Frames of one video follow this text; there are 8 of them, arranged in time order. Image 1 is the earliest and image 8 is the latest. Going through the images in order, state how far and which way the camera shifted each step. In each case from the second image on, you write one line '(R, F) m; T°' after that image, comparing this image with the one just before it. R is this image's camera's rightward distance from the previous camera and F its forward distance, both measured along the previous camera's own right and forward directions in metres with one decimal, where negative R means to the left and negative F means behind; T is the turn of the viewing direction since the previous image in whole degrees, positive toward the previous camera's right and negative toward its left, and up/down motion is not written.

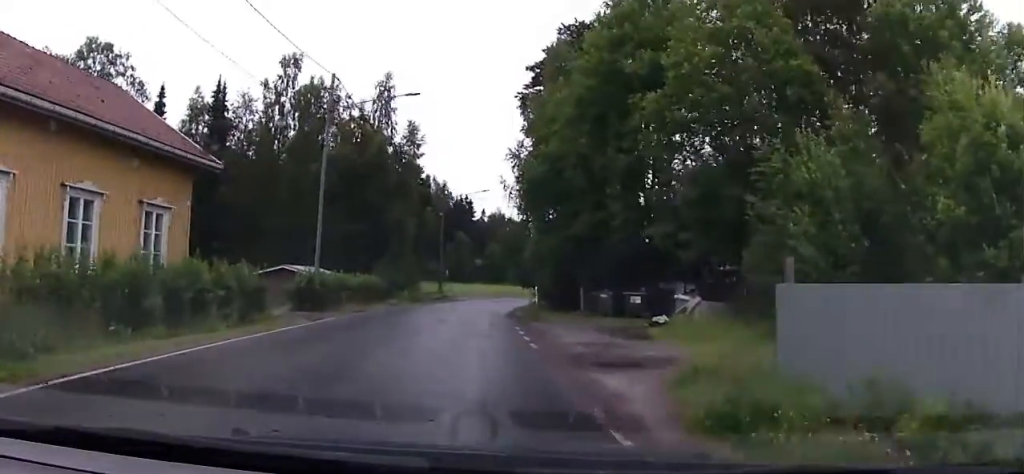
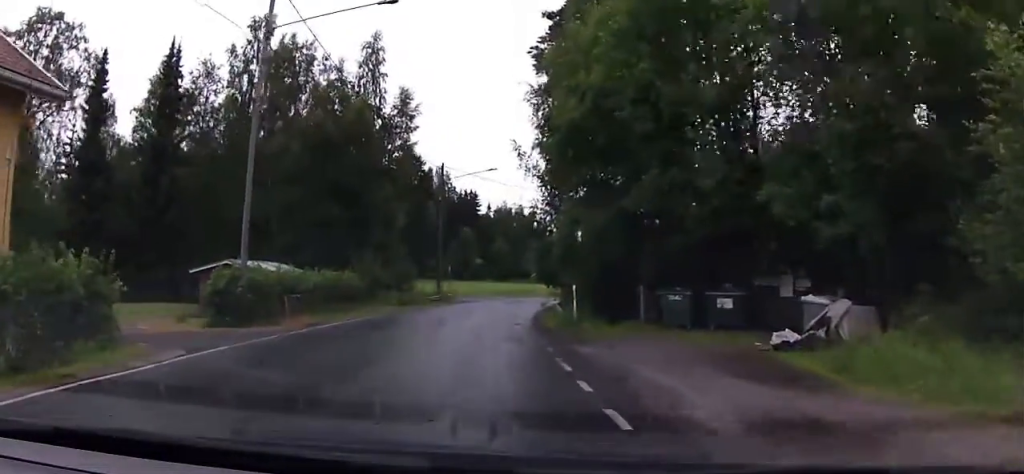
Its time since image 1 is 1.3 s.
(+0.1, +9.5) m; +1°
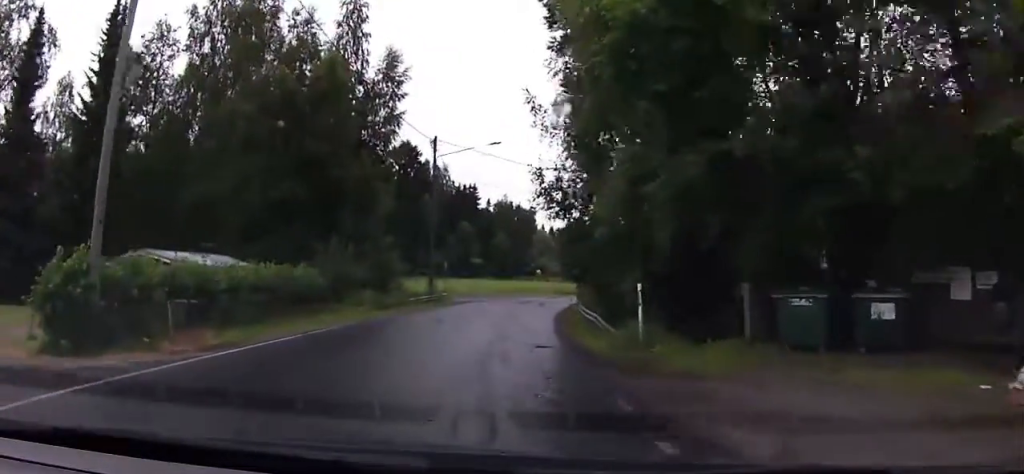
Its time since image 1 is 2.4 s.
(+0.1, +7.5) m; +3°
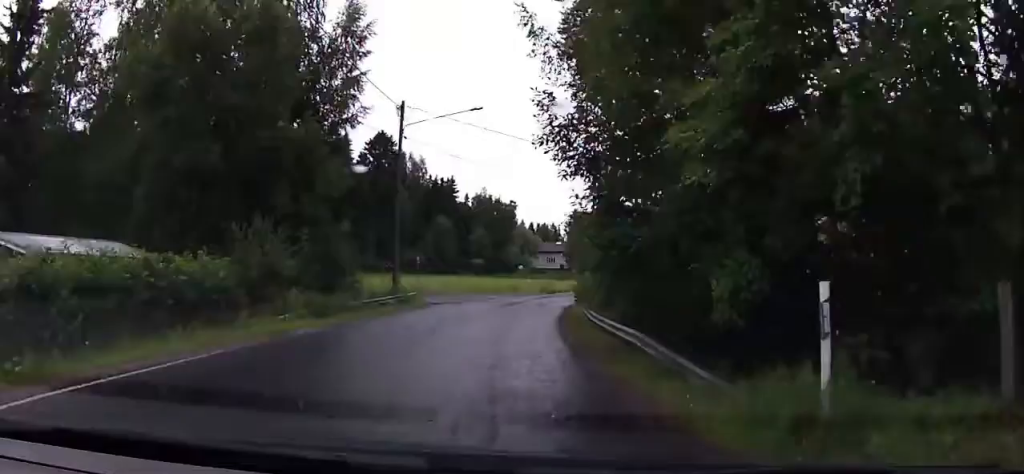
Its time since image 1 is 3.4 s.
(+0.3, +6.7) m; -1°
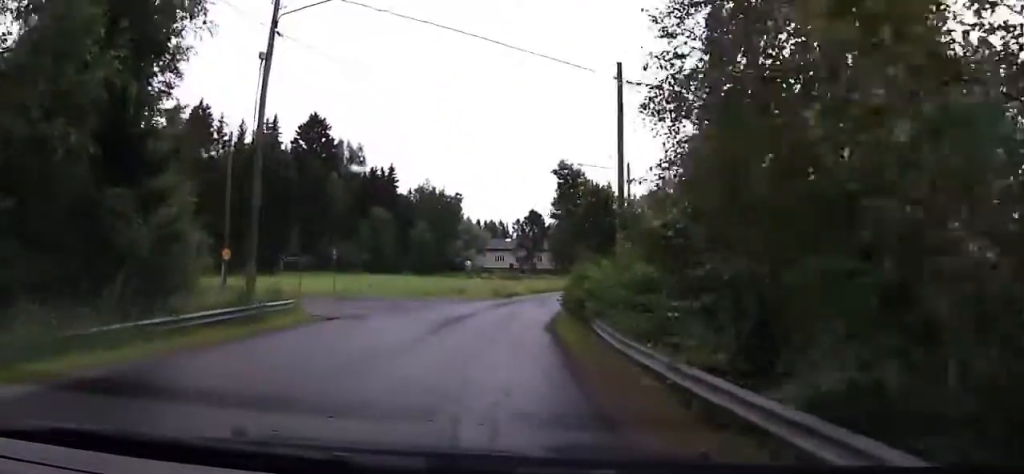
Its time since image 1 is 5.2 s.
(-0.9, +12.6) m; -9°
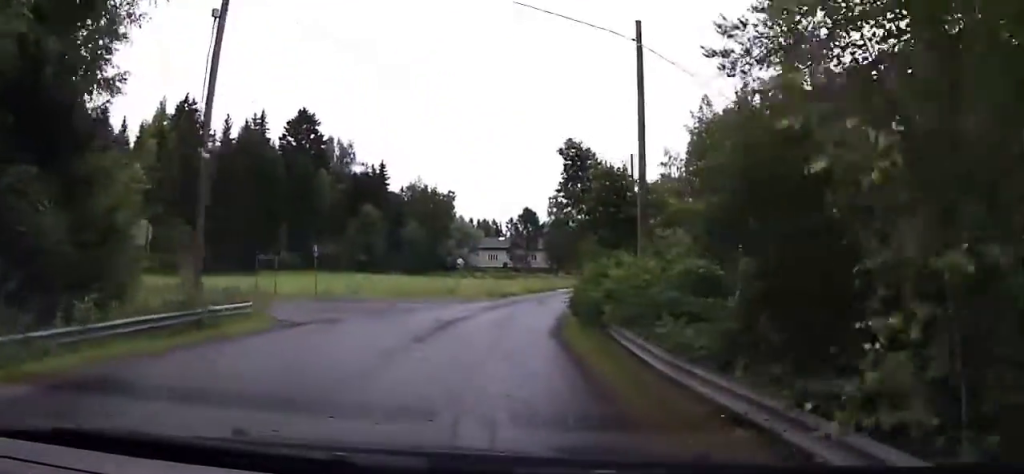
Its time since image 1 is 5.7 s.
(-0.2, +2.1) m; -5°
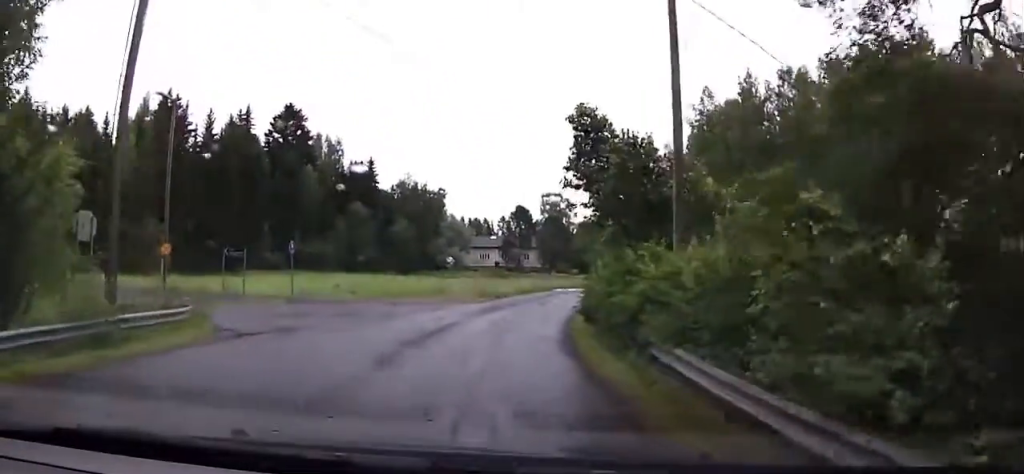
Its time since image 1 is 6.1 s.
(0.0, +2.2) m; -5°
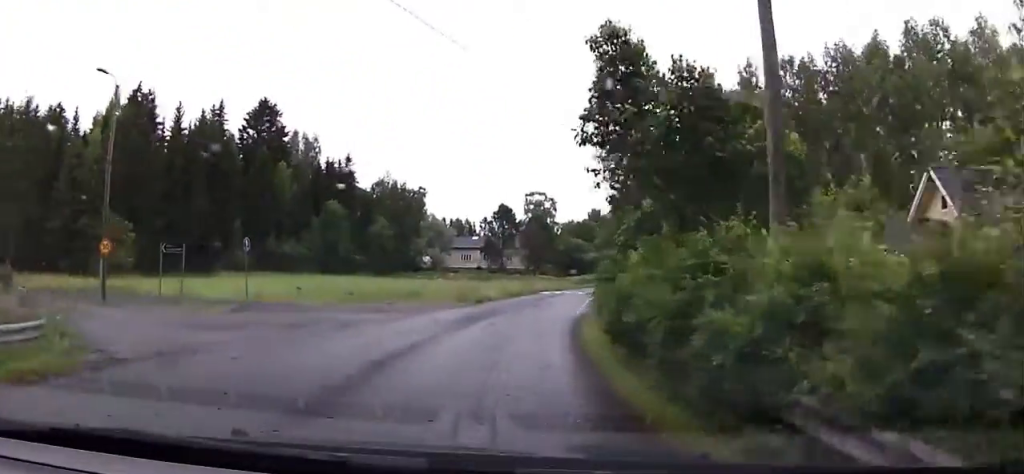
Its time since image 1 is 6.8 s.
(-0.3, +3.3) m; +10°
